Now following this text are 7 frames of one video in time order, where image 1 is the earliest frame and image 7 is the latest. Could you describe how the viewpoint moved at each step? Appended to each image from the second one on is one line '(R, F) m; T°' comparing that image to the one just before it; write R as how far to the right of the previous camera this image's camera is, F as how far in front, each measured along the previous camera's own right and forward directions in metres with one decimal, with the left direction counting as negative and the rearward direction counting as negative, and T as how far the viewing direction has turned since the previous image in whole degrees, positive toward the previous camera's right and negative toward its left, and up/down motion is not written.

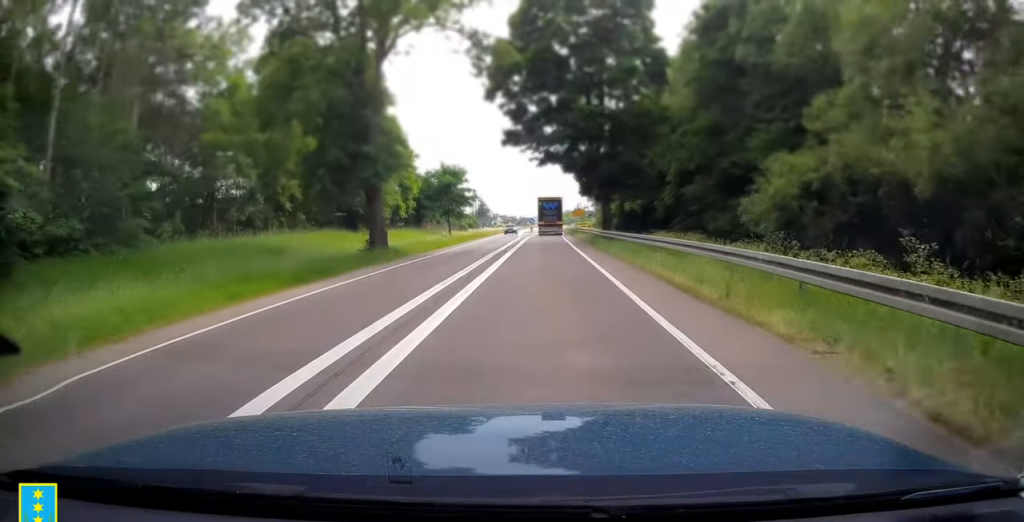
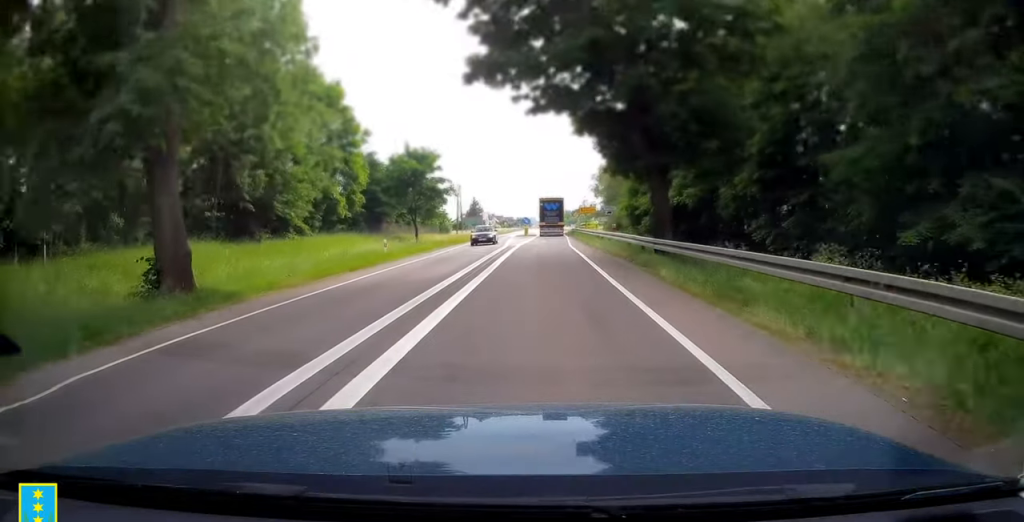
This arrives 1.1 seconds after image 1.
(-0.1, +17.7) m; 0°
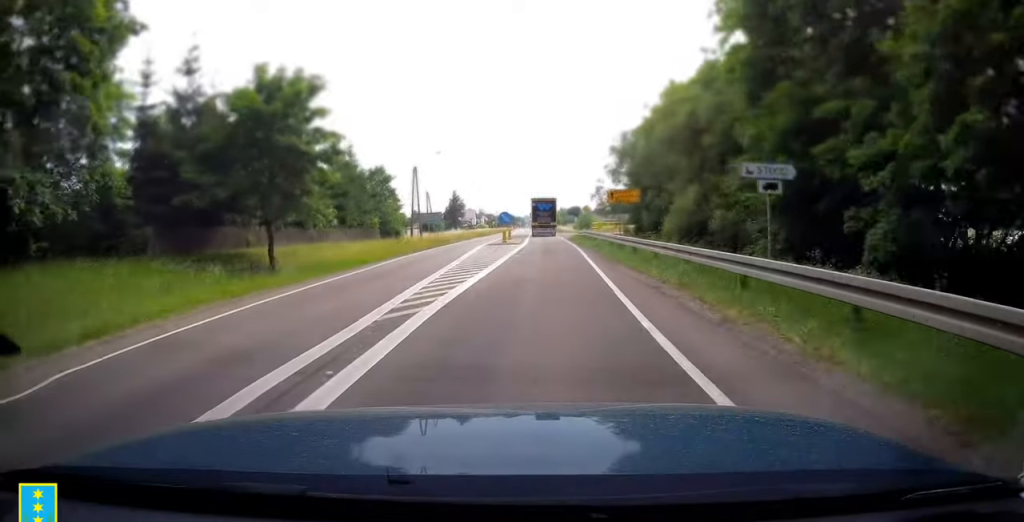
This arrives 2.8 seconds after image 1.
(+0.4, +28.2) m; 0°
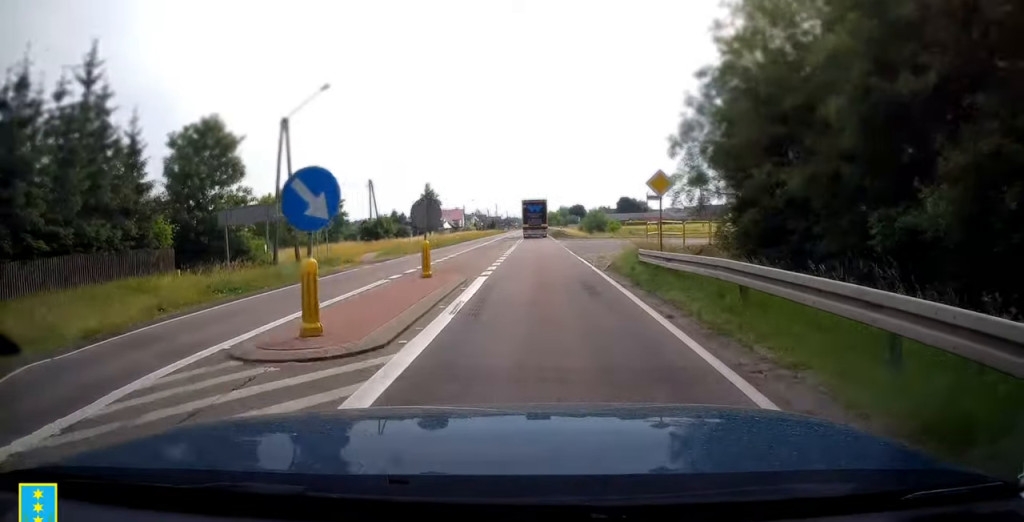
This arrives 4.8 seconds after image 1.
(-0.2, +33.3) m; -1°
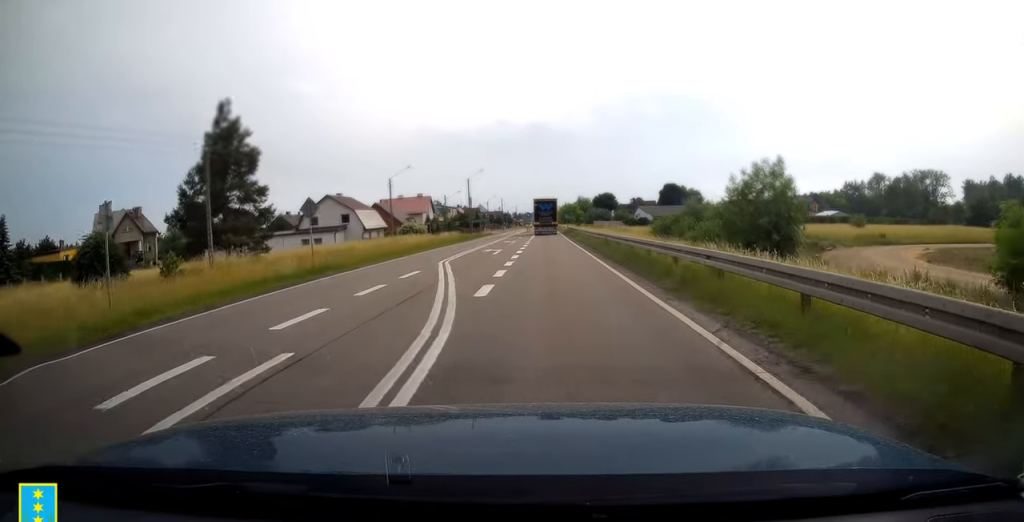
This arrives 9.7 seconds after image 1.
(-0.5, +82.8) m; 0°
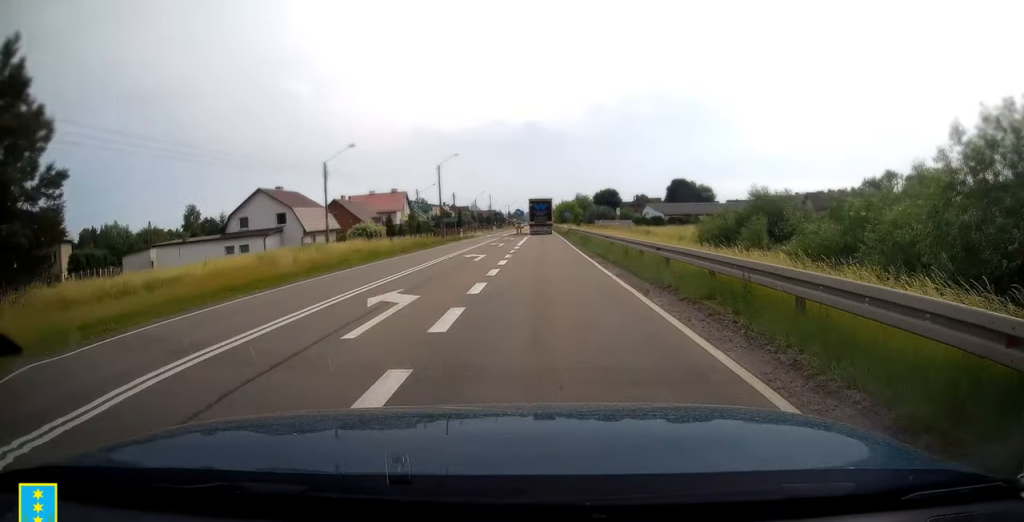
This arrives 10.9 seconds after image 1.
(0.0, +20.0) m; 0°
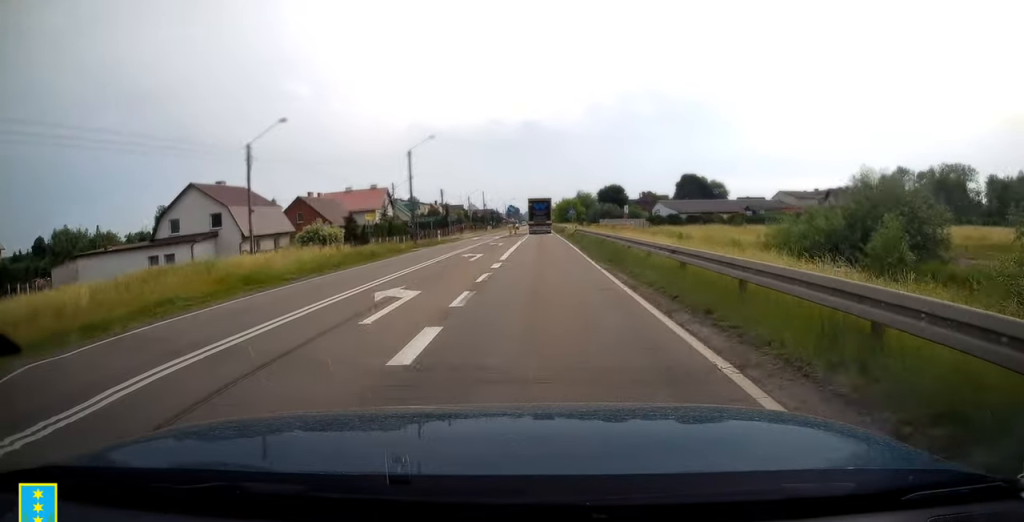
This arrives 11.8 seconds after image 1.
(0.0, +13.9) m; 0°
